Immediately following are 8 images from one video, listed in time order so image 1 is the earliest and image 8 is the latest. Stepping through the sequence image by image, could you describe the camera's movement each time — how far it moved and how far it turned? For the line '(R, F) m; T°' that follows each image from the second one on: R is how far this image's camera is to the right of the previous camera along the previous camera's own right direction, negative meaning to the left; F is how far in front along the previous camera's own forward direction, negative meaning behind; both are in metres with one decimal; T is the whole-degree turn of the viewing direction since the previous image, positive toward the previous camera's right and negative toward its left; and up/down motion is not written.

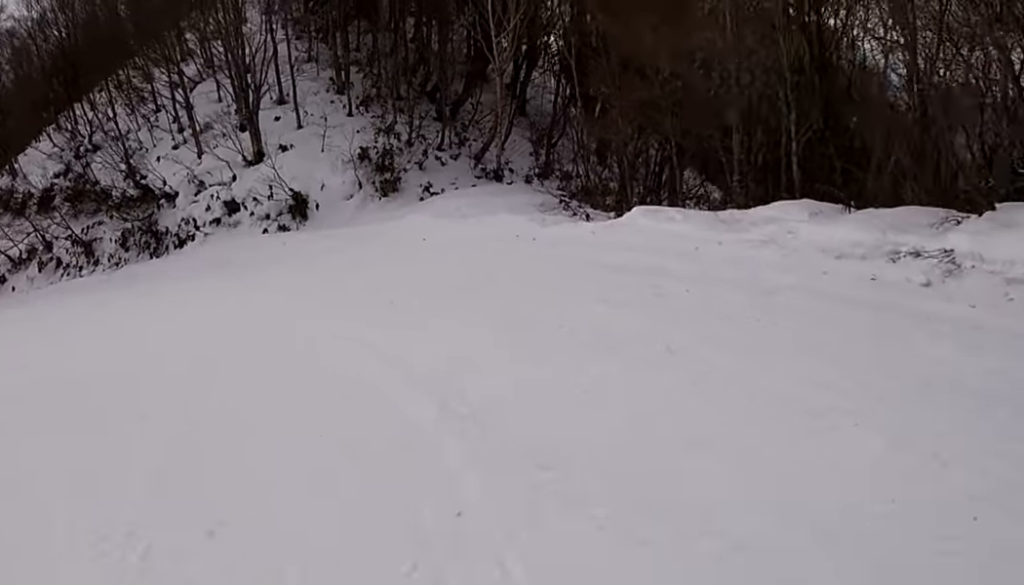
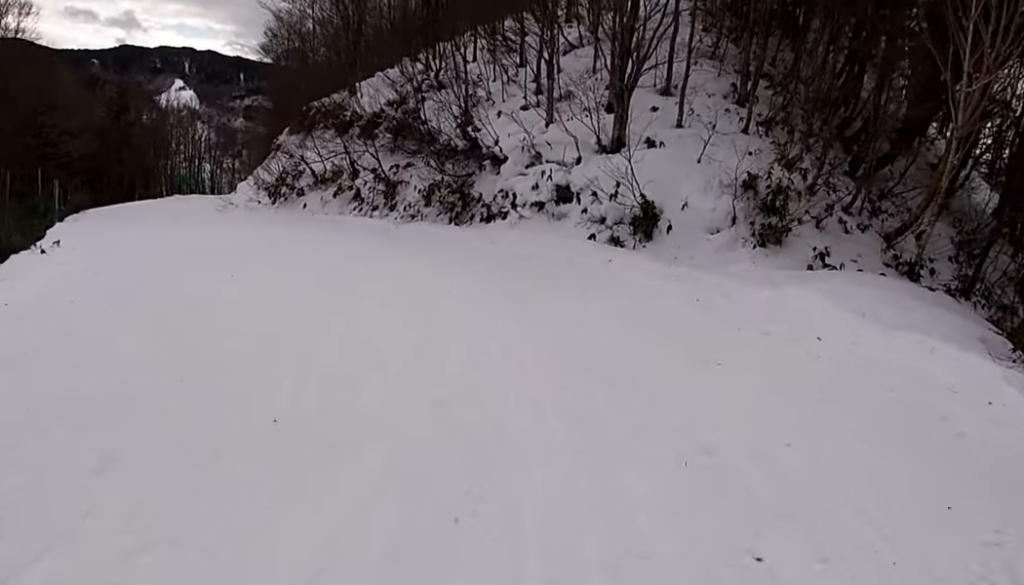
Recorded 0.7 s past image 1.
(-0.4, +4.7) m; -13°
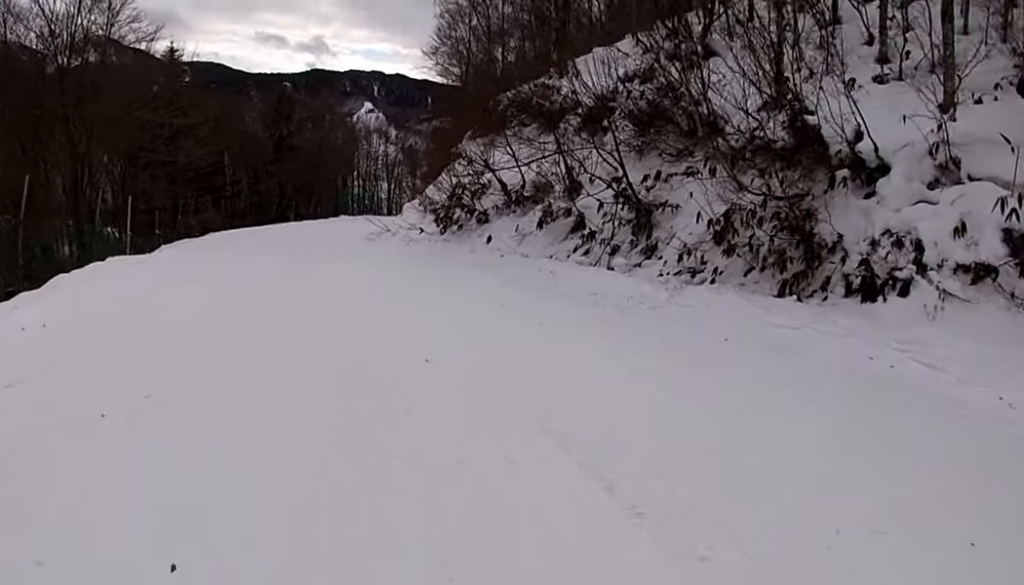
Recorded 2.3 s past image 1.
(-2.4, +9.7) m; -16°
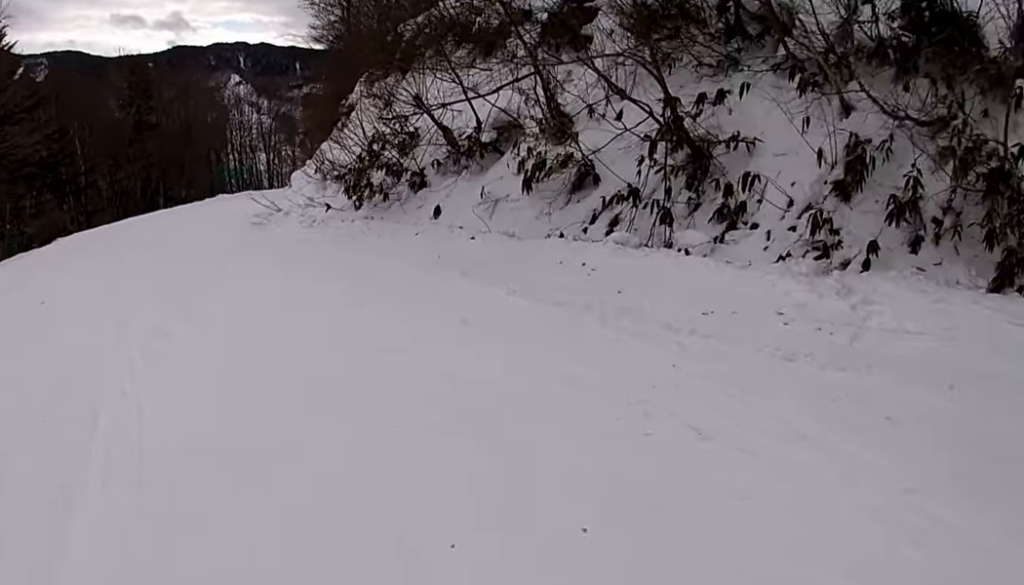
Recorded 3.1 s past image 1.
(0.0, +5.1) m; 0°
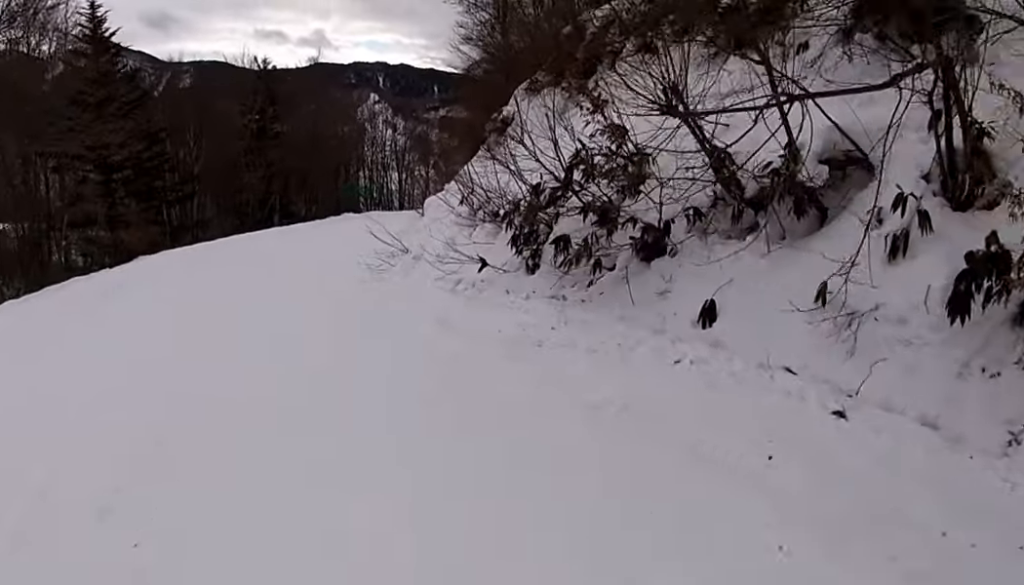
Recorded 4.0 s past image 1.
(0.0, +5.3) m; 0°
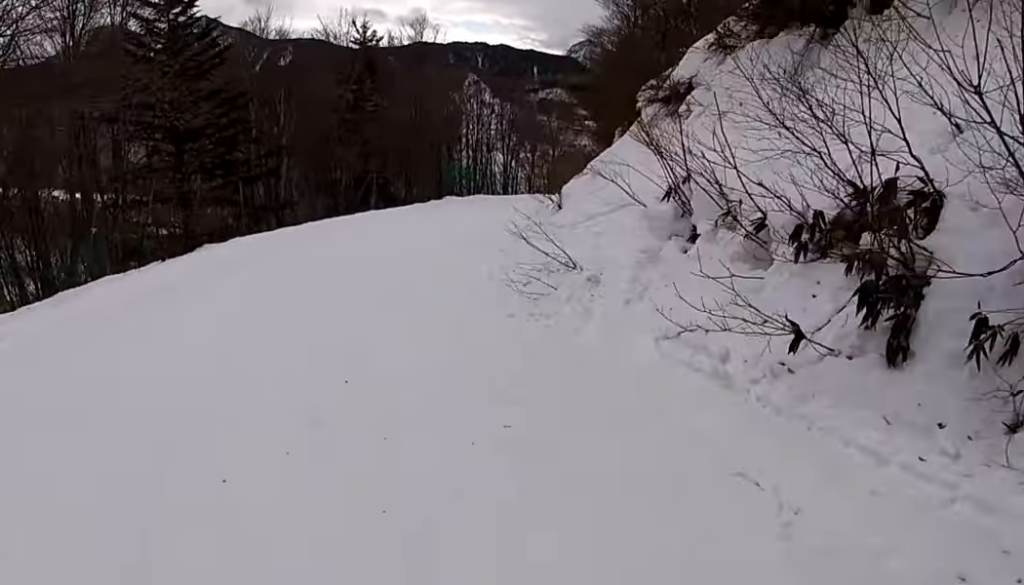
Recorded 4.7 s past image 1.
(0.0, +4.7) m; 0°
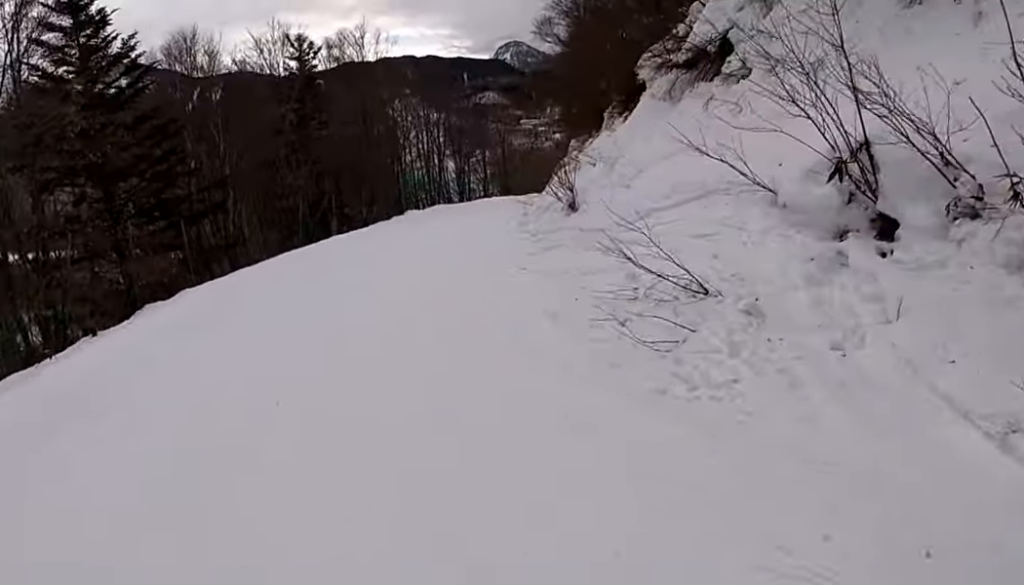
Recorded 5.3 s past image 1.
(0.0, +3.5) m; 0°
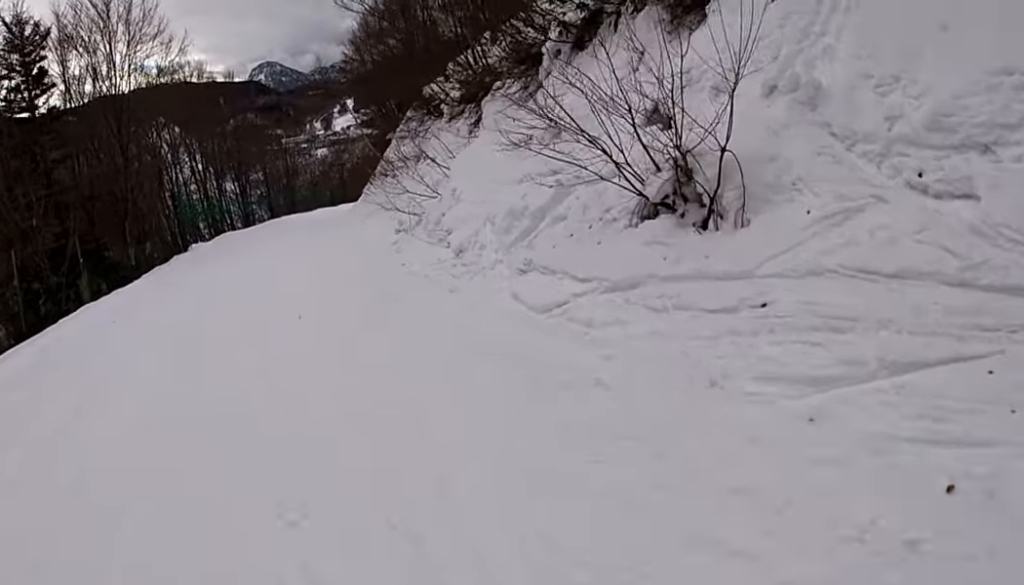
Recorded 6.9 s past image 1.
(+1.1, +9.9) m; +11°
